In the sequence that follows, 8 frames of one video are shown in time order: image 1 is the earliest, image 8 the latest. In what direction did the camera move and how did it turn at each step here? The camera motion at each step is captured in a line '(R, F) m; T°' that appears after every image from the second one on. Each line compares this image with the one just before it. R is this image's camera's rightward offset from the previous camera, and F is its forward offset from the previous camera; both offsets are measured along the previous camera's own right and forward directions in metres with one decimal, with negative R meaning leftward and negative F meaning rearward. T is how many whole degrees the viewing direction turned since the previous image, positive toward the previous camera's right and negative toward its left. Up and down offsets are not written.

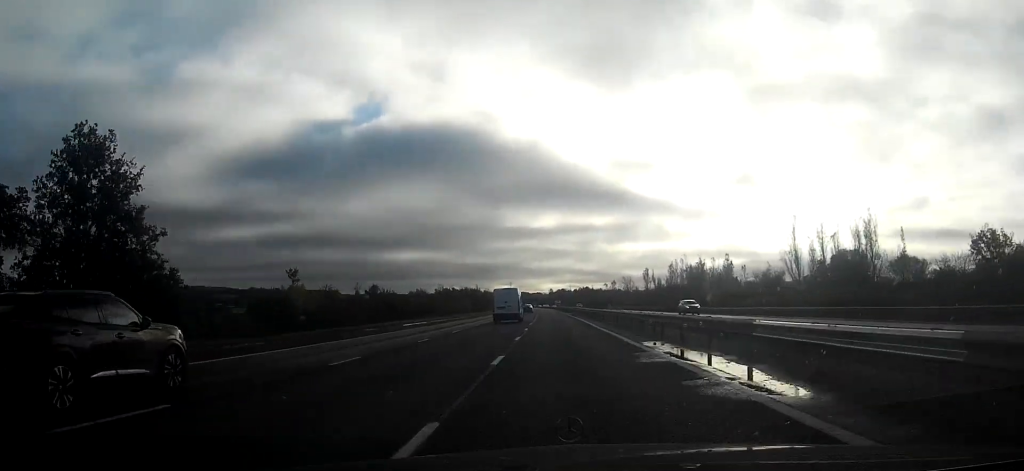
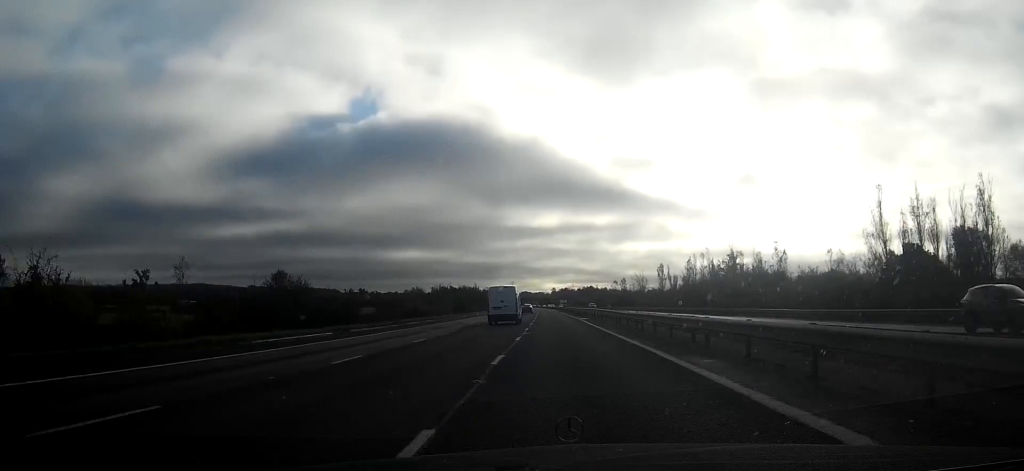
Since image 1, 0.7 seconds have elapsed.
(-0.1, +27.1) m; 0°
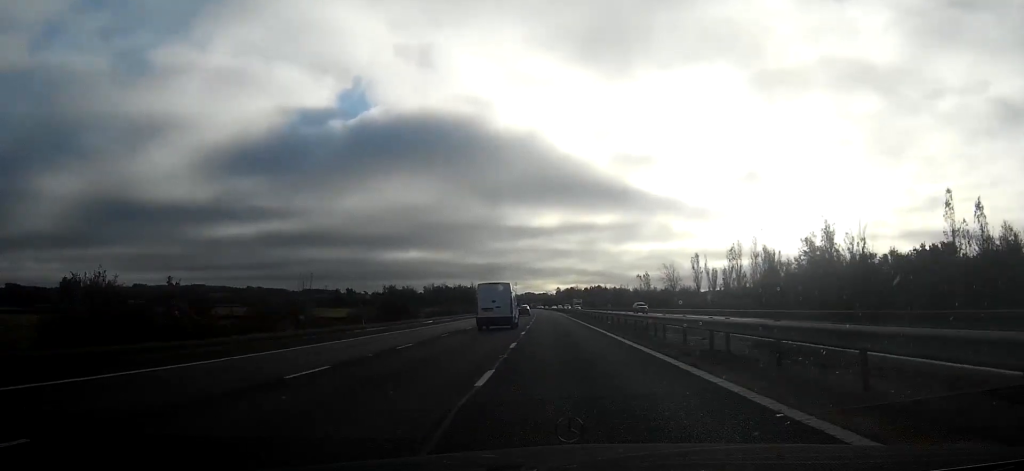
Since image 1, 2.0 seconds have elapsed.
(-0.1, +48.0) m; -1°
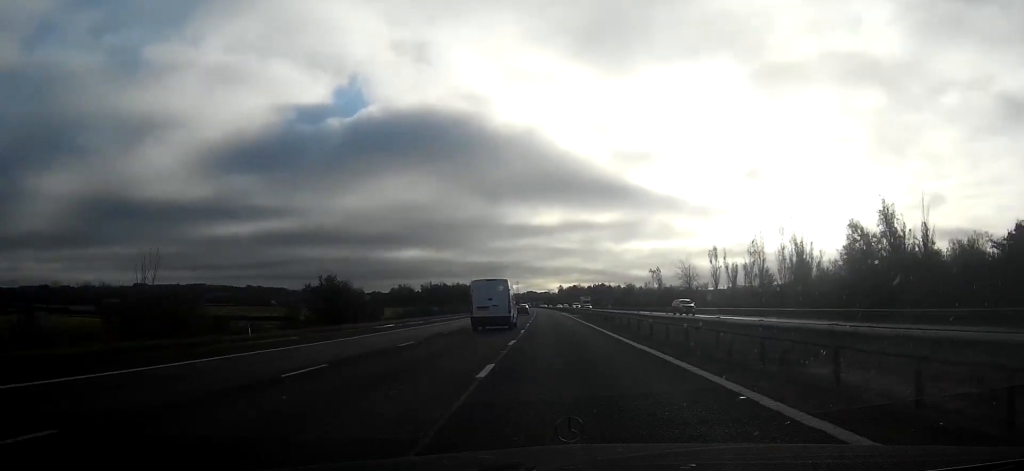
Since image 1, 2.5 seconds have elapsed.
(-0.1, +17.2) m; 0°
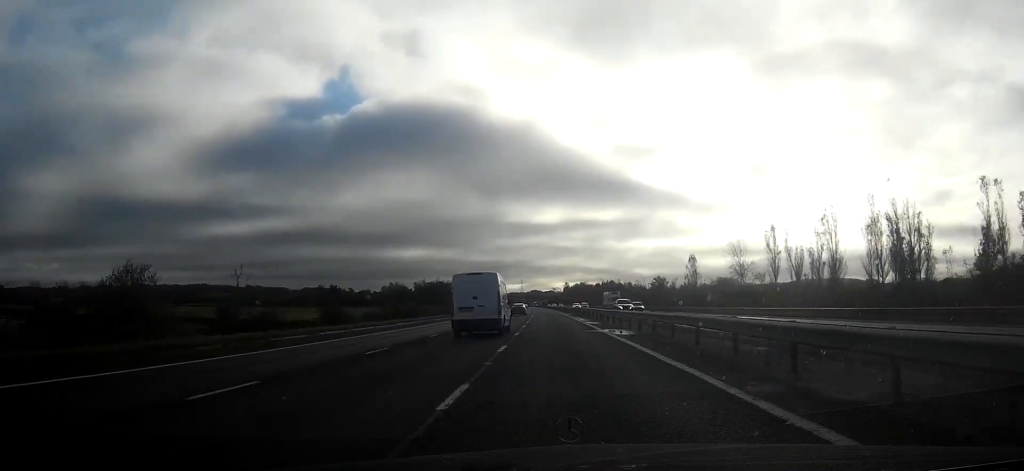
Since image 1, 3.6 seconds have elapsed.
(-0.1, +39.3) m; 0°
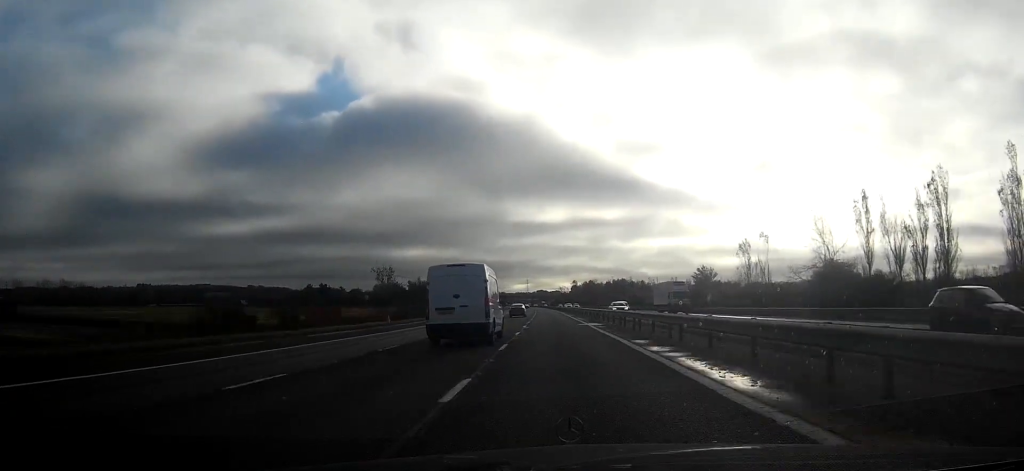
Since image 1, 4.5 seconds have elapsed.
(0.0, +35.3) m; -1°
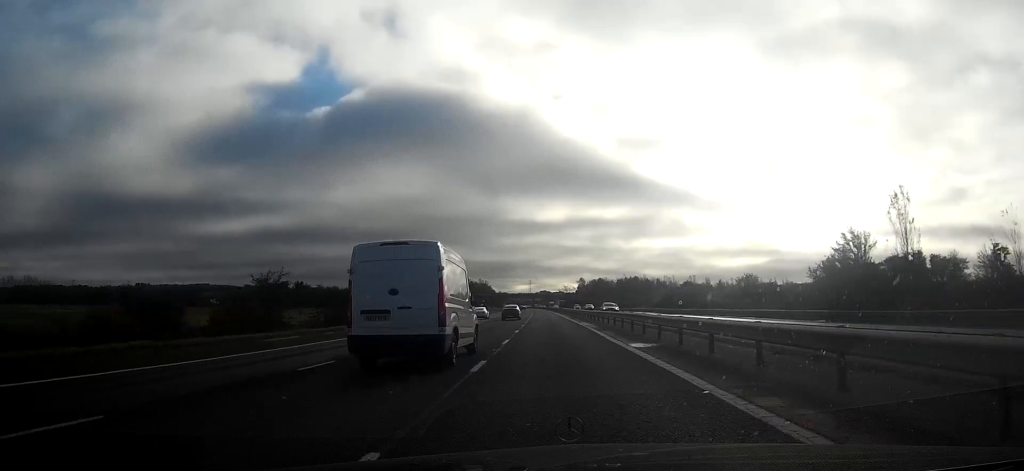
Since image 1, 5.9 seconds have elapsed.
(-0.6, +50.4) m; -1°
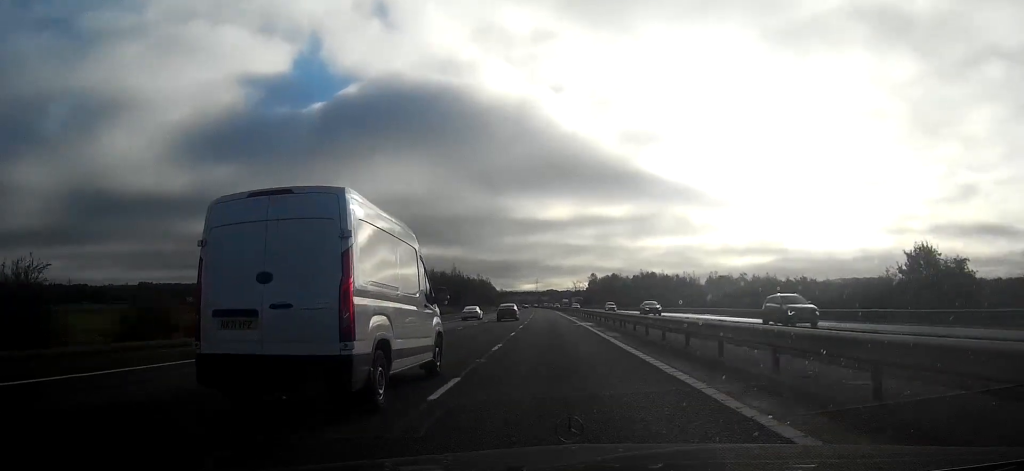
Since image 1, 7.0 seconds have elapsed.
(-0.1, +39.4) m; -1°
